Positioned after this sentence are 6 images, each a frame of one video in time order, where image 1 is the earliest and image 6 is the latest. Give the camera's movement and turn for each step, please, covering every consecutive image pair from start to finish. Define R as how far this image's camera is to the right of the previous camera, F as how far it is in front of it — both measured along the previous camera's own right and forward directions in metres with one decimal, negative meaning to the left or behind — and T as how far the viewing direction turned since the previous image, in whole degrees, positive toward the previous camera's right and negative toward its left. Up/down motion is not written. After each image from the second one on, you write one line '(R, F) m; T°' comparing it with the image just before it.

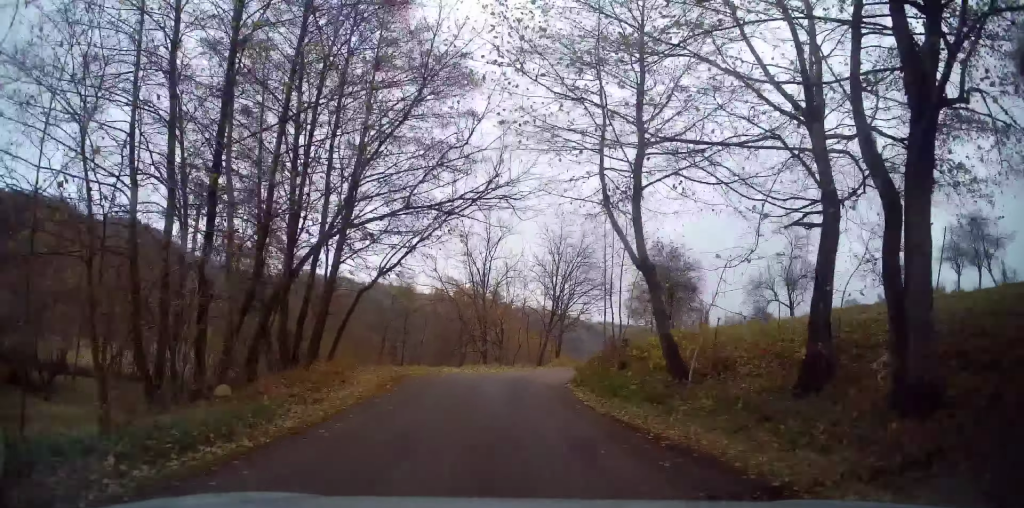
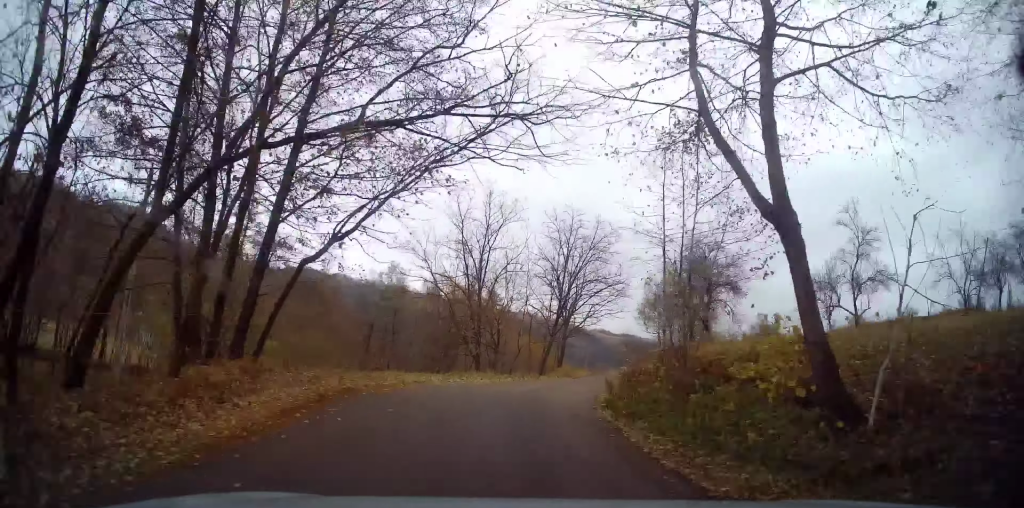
(0.0, +6.0) m; +2°
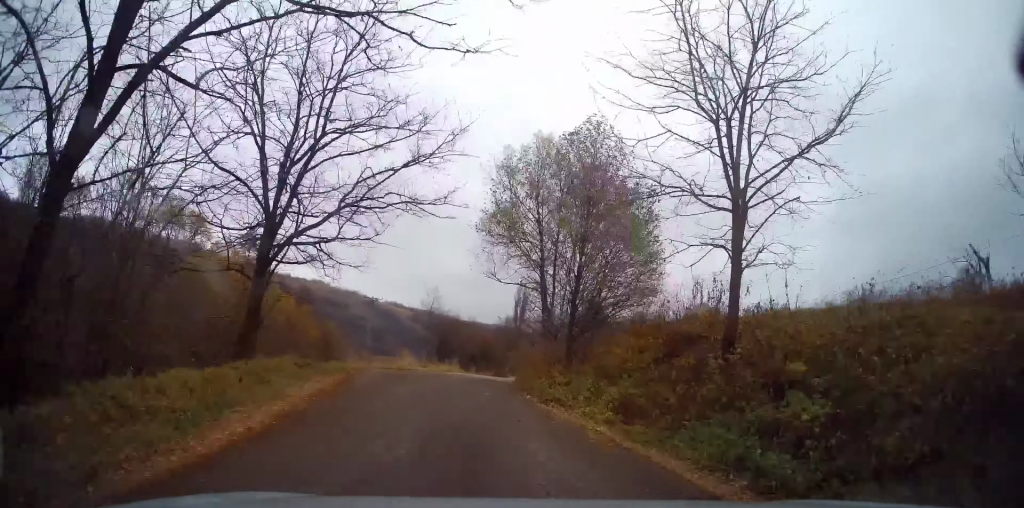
(+5.3, +29.7) m; +17°
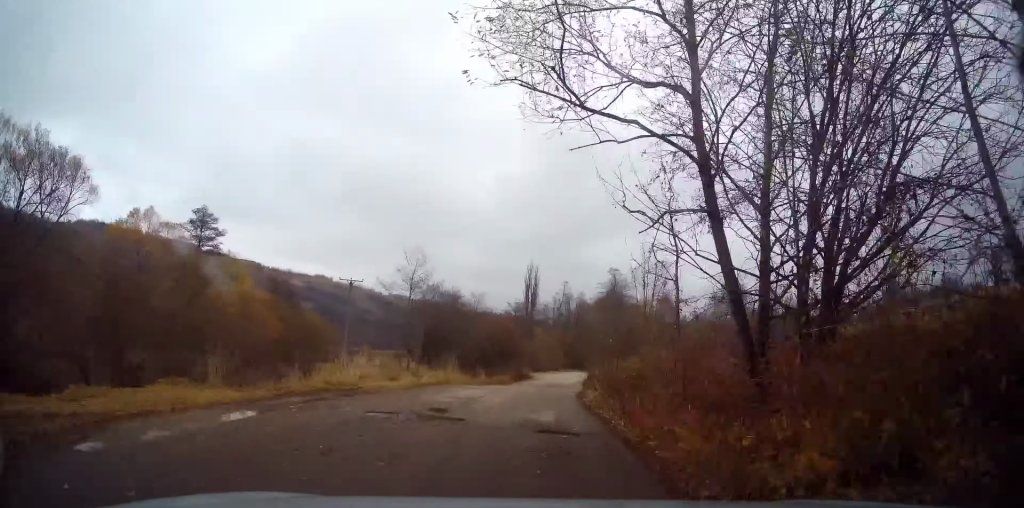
(+0.2, +17.9) m; +4°
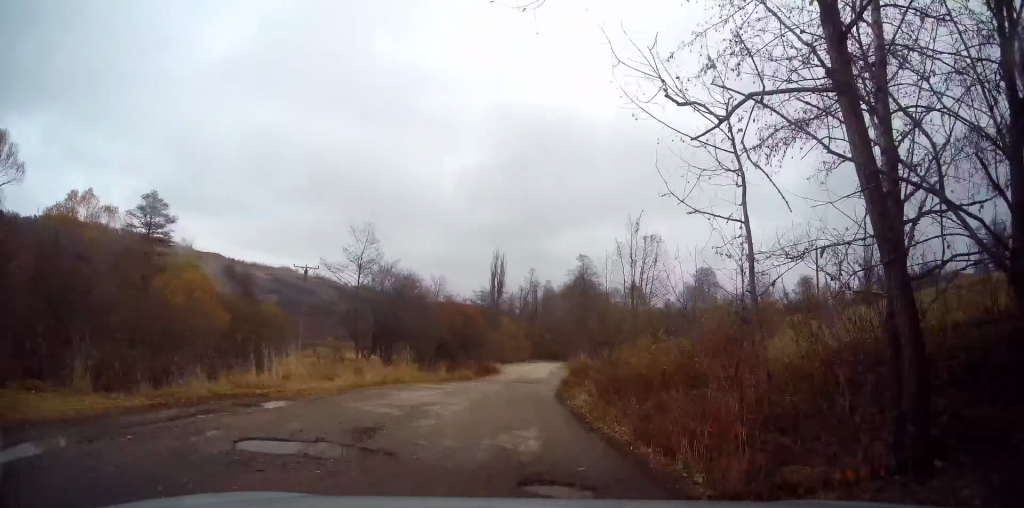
(+0.1, +4.4) m; +3°
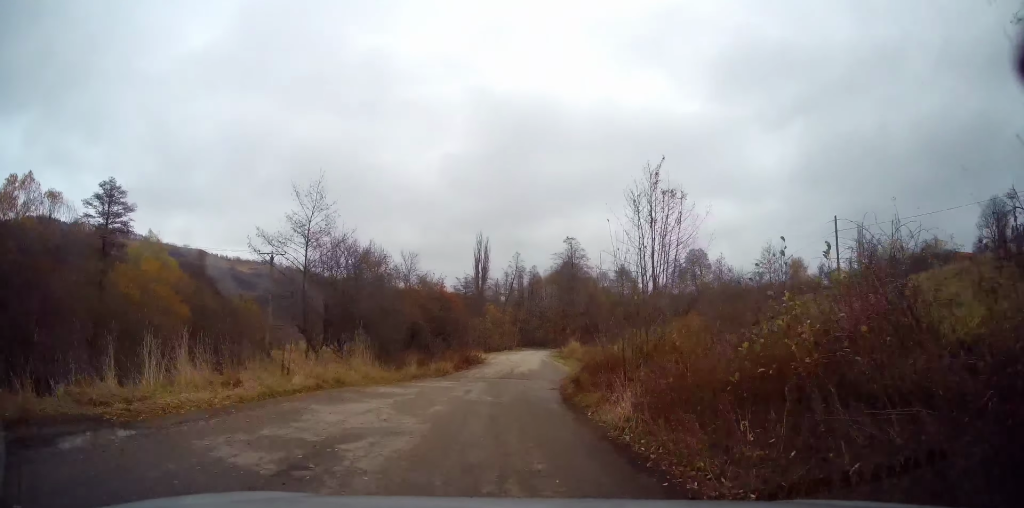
(+0.2, +5.6) m; +2°
